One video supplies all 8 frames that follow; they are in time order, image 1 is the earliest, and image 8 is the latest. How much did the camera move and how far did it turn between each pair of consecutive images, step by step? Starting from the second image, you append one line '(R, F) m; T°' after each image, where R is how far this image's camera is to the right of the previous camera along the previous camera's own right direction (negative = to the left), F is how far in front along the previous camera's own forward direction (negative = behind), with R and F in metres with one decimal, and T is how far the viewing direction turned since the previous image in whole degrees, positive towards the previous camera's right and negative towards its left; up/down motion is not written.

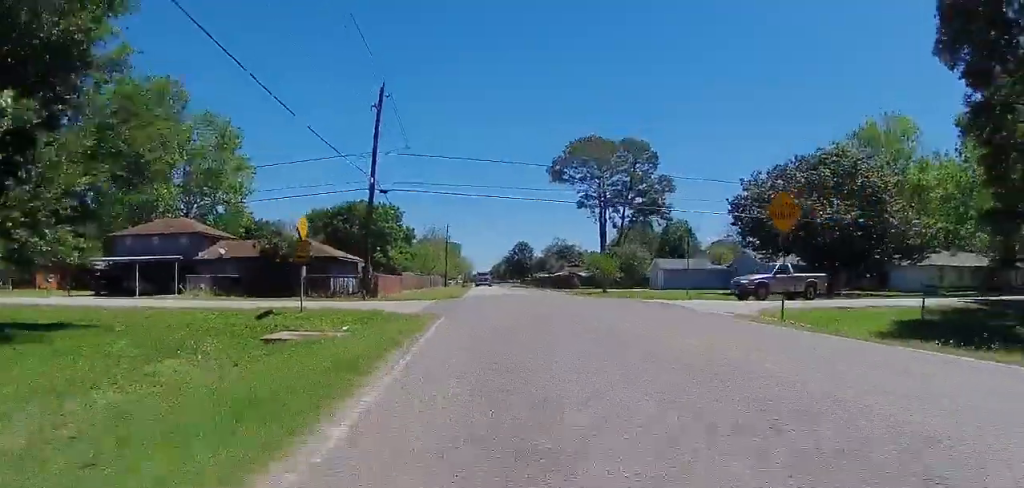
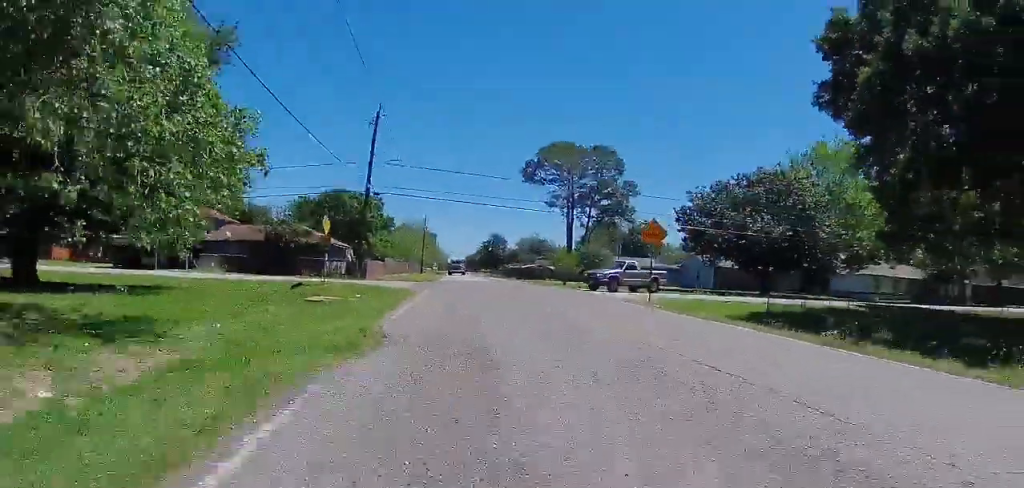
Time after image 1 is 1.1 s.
(+0.2, +6.8) m; +2°
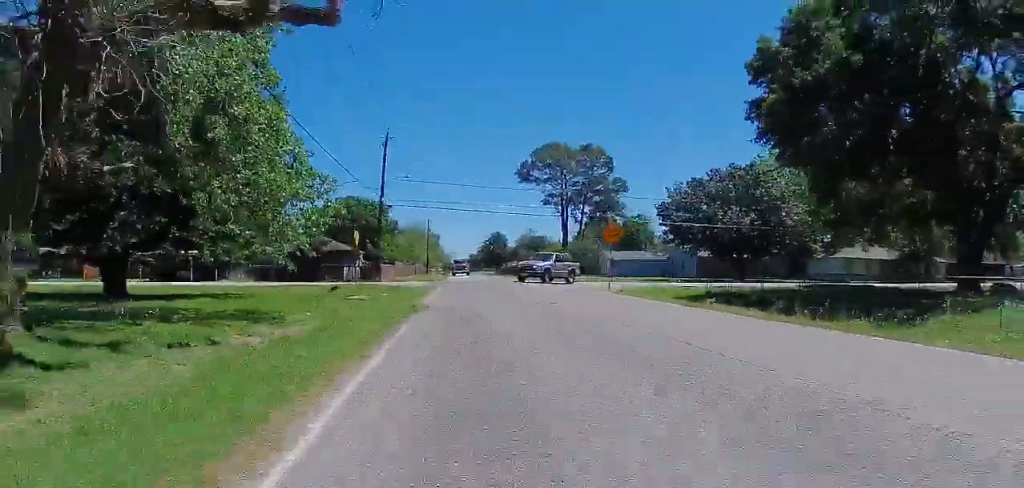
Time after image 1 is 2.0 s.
(+0.1, +5.7) m; +1°
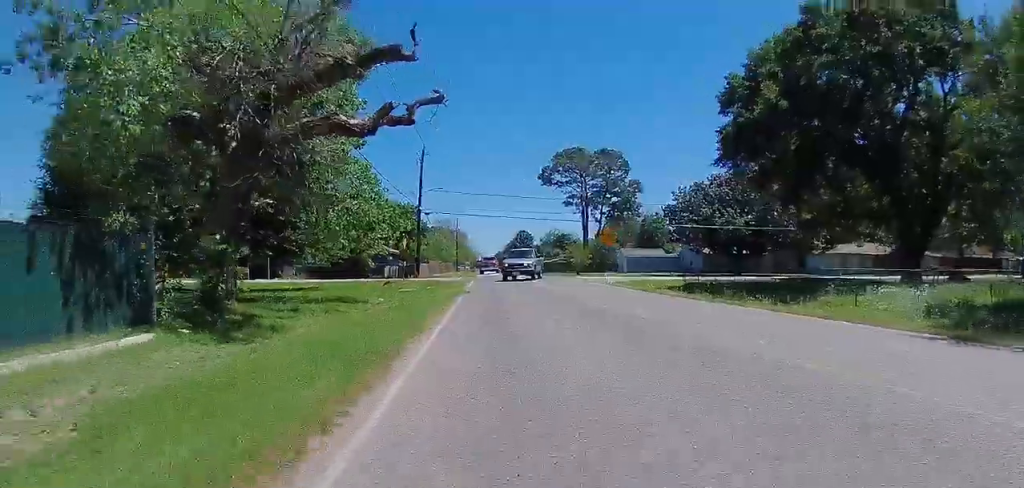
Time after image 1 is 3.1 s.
(0.0, +6.5) m; 0°
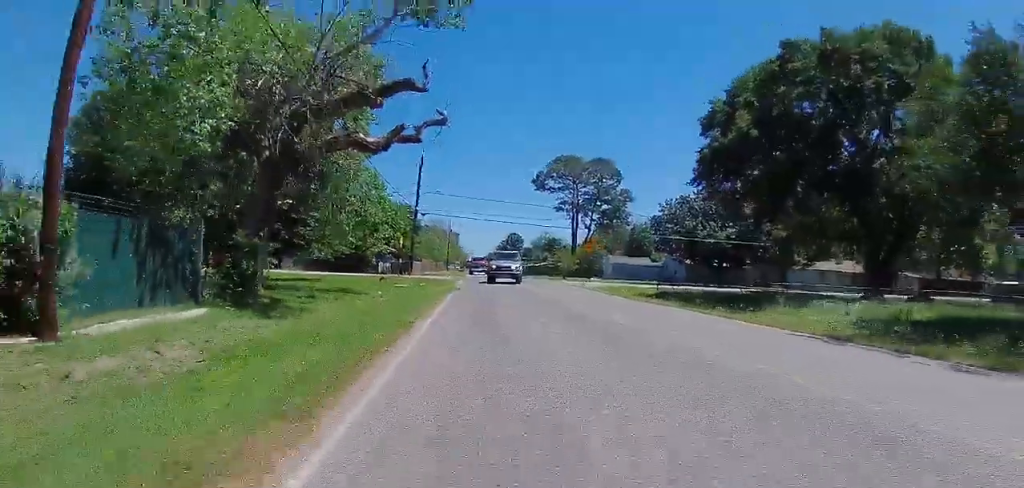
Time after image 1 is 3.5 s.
(0.0, +2.8) m; 0°
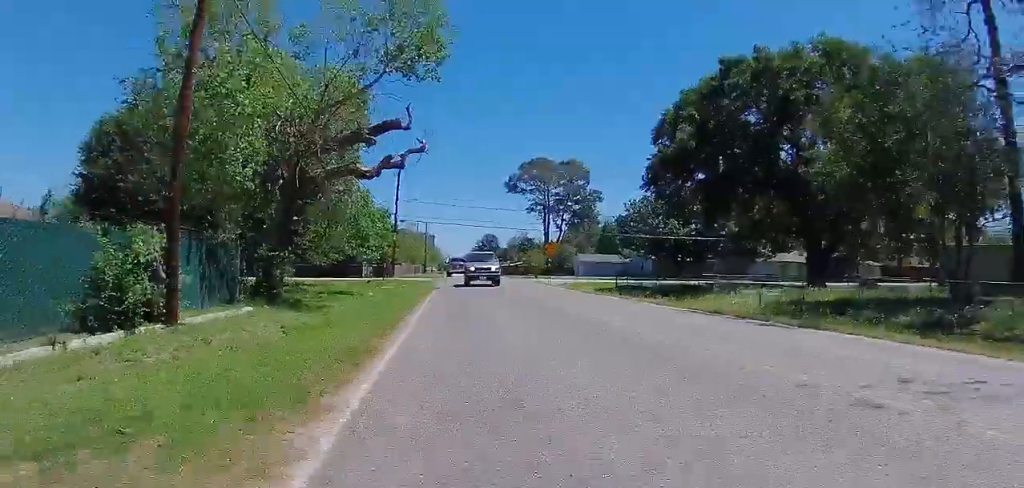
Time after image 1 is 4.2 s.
(0.0, +4.7) m; 0°
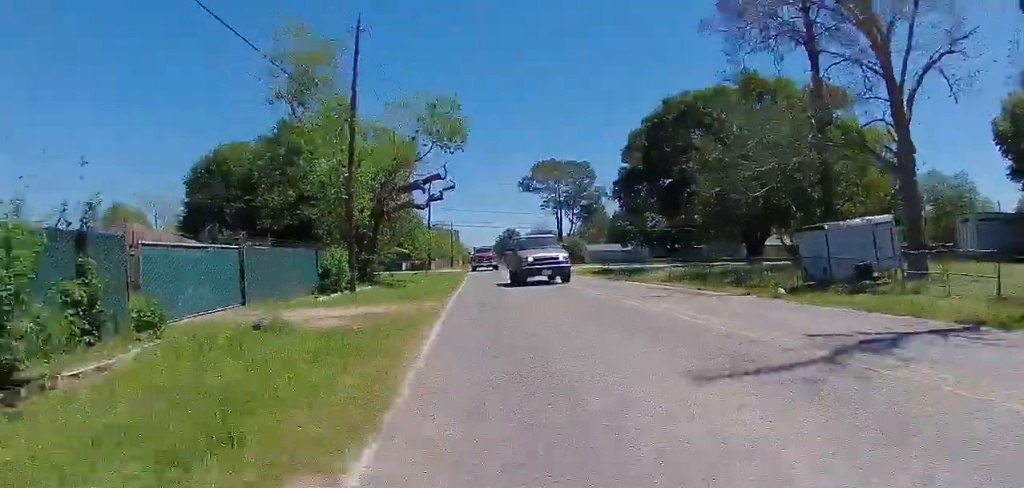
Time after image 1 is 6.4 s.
(0.0, +14.3) m; 0°
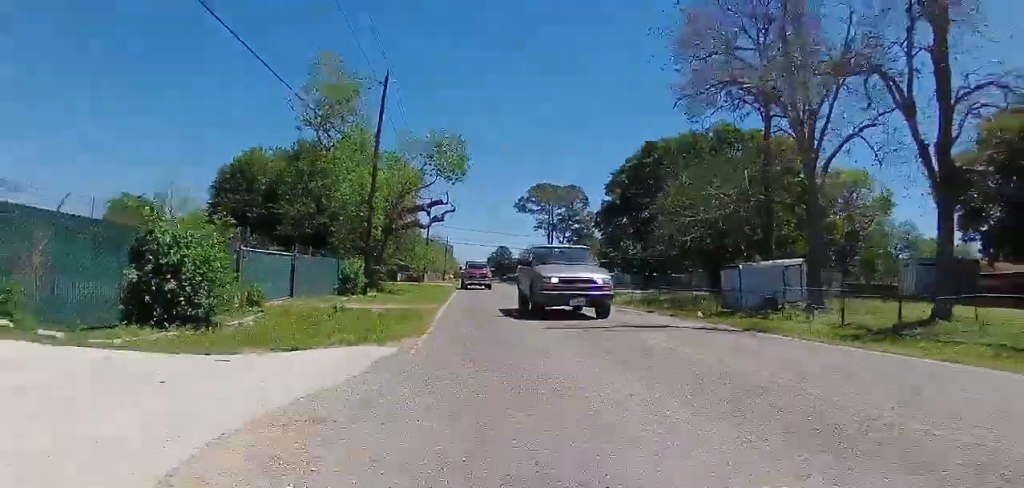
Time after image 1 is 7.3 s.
(0.0, +5.8) m; 0°
